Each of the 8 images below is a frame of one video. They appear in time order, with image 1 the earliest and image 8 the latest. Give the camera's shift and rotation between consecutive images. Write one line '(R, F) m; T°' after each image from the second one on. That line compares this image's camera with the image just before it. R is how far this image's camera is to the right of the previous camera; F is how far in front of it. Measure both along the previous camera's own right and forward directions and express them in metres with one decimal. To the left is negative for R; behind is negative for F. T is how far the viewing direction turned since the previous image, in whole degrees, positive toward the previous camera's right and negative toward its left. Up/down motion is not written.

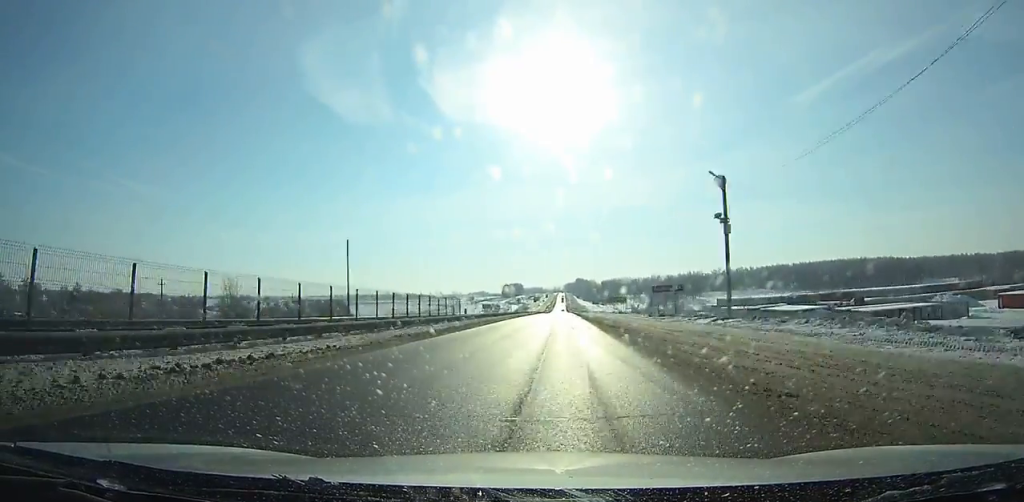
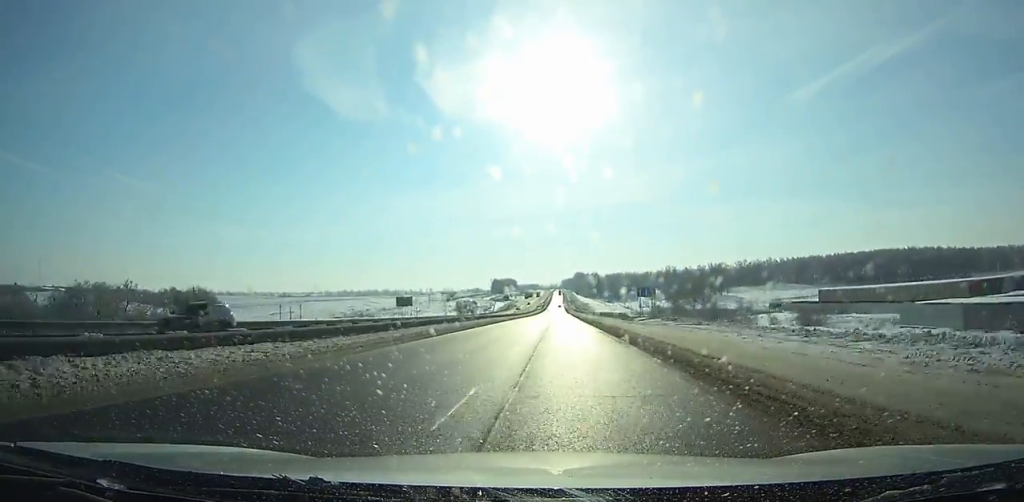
(+0.4, +92.5) m; 0°
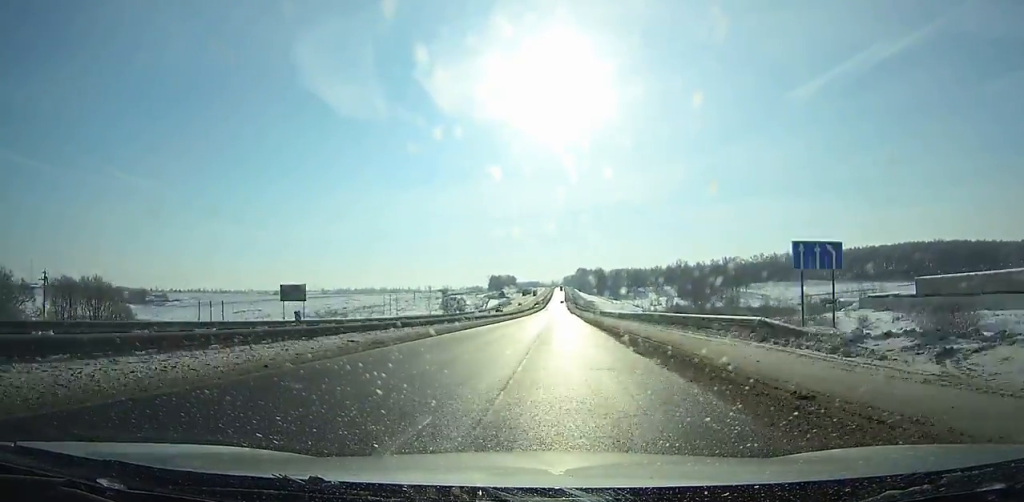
(-0.1, +39.6) m; 0°
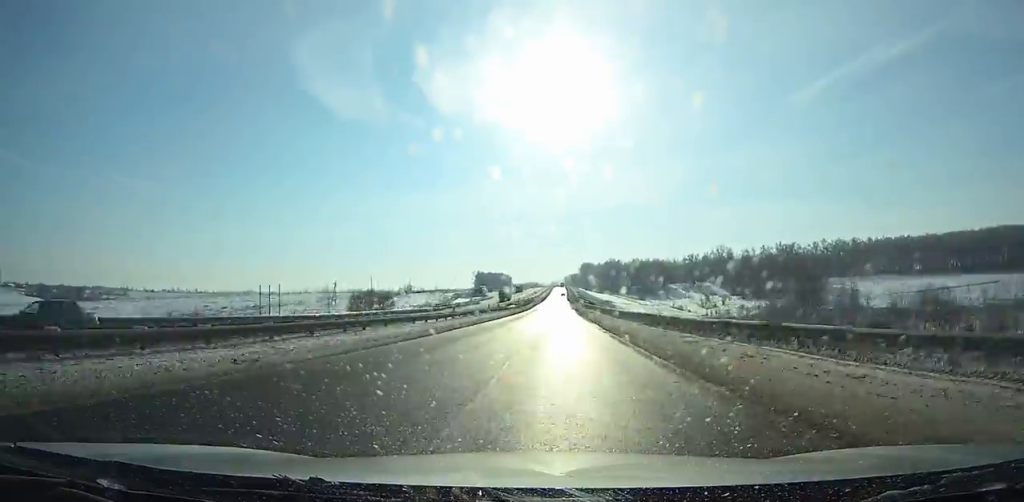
(-0.2, +113.5) m; 0°
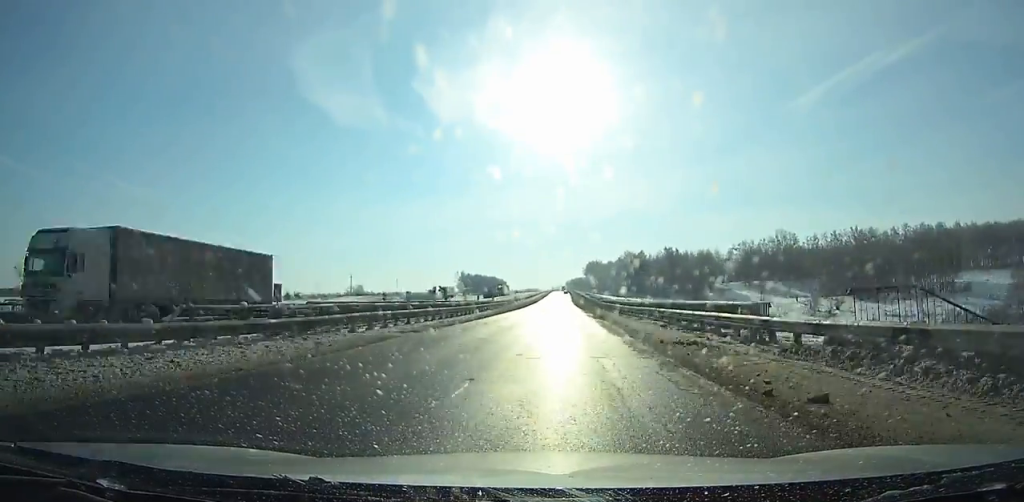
(-0.1, +90.0) m; 0°
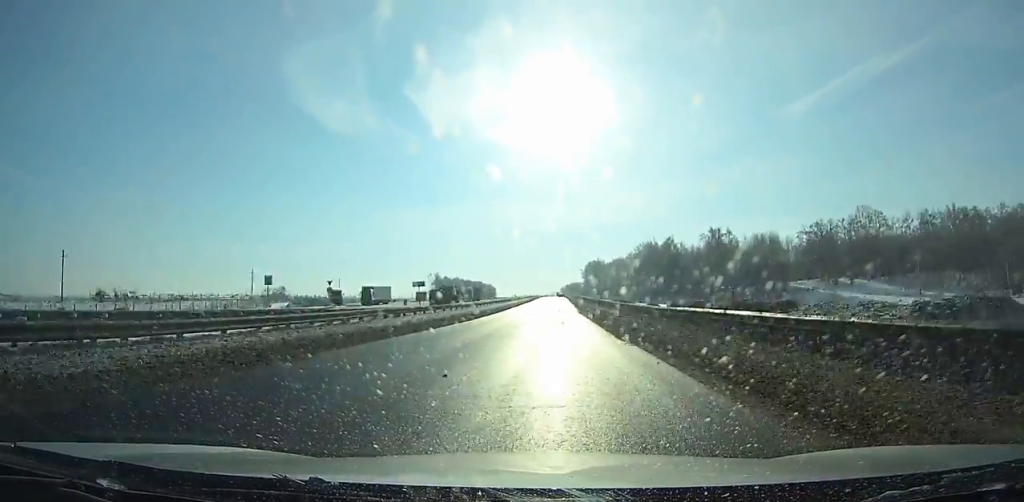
(+0.2, +71.6) m; 0°
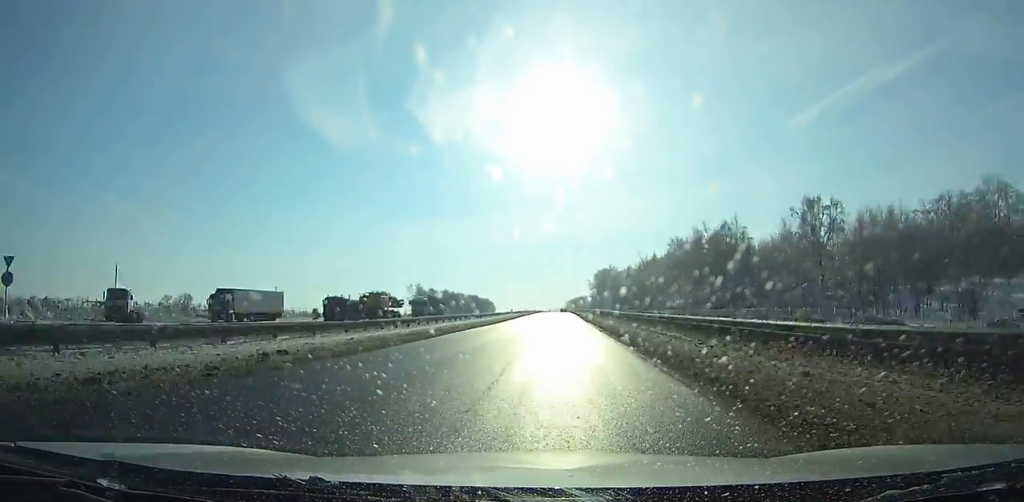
(0.0, +54.5) m; 0°
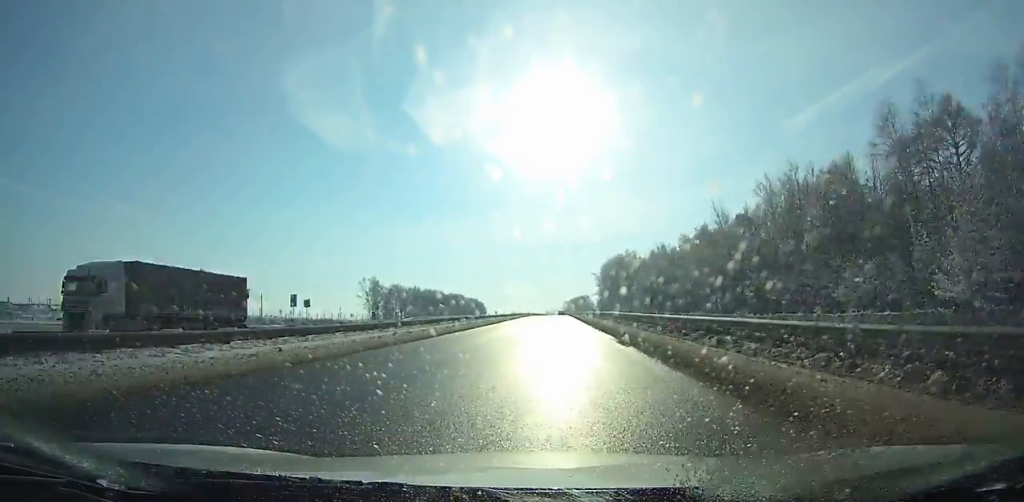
(-0.1, +71.6) m; 0°
